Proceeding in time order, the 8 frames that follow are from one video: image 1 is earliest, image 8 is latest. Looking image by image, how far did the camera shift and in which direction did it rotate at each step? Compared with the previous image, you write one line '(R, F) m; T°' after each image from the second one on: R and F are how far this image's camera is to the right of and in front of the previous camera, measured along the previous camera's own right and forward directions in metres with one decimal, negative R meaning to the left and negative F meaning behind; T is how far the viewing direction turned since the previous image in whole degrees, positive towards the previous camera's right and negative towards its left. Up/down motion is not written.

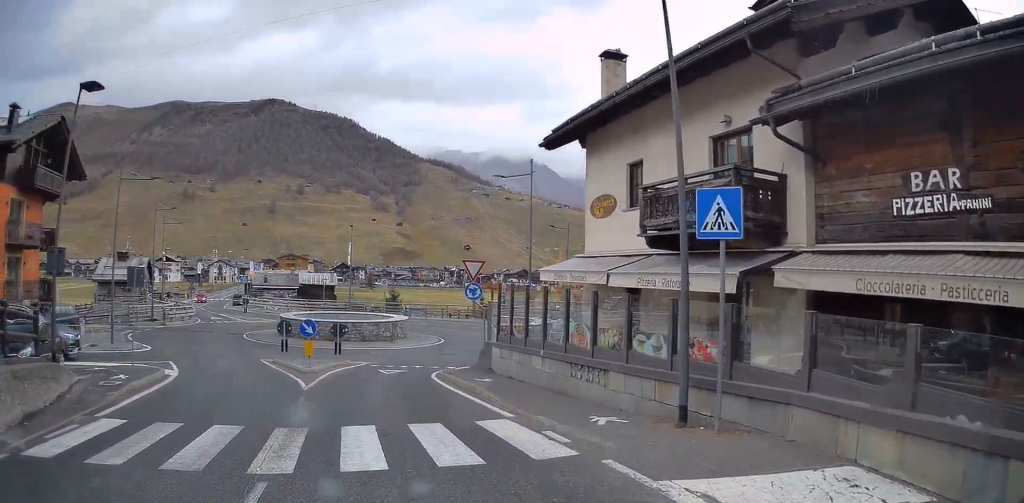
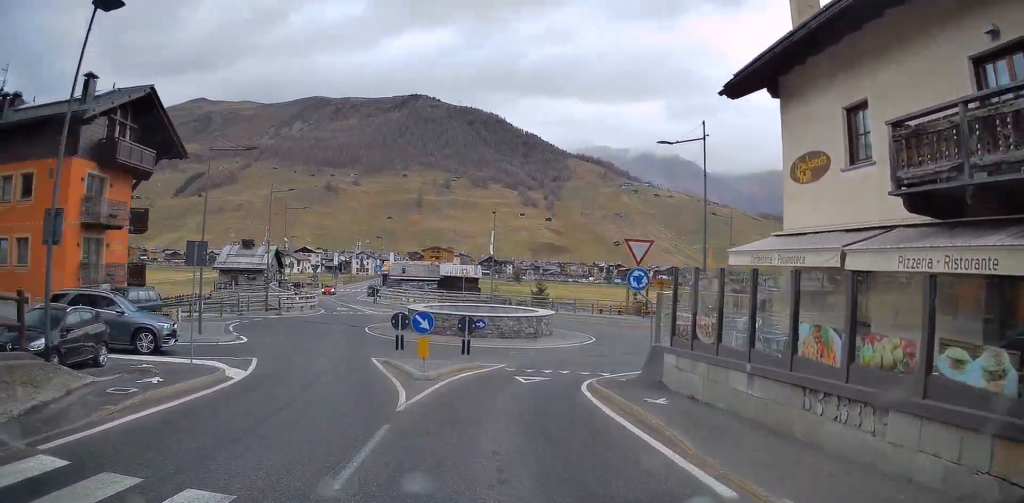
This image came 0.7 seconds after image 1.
(-0.5, +4.6) m; -8°
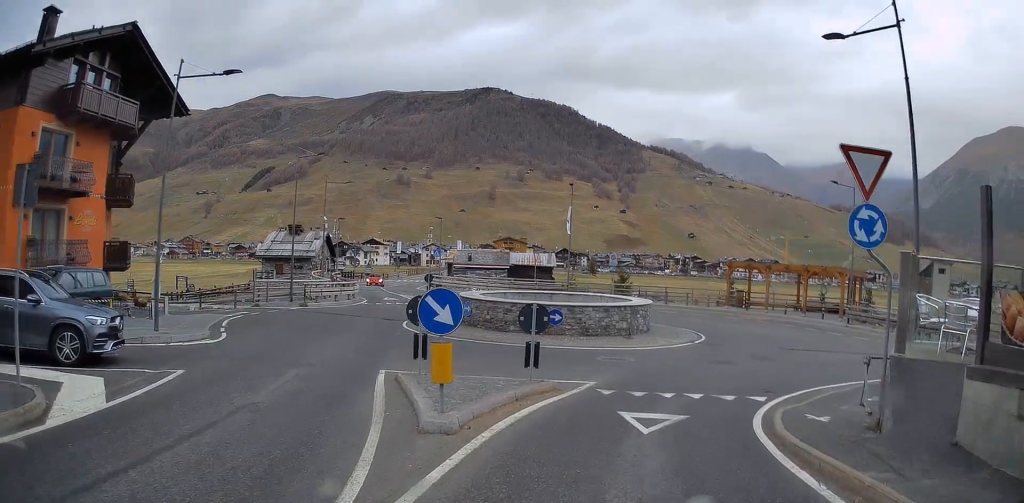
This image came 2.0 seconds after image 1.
(-0.8, +8.4) m; -4°
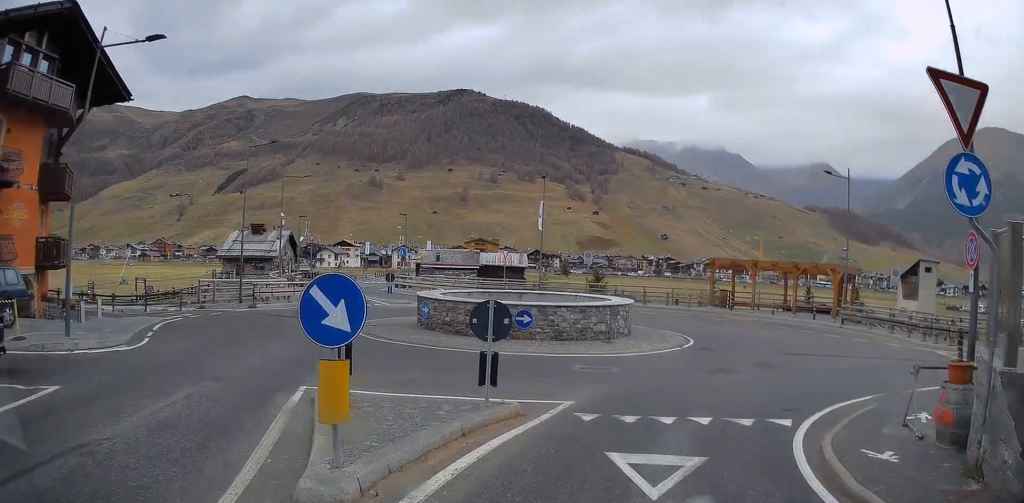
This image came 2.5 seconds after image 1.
(0.0, +3.0) m; +1°
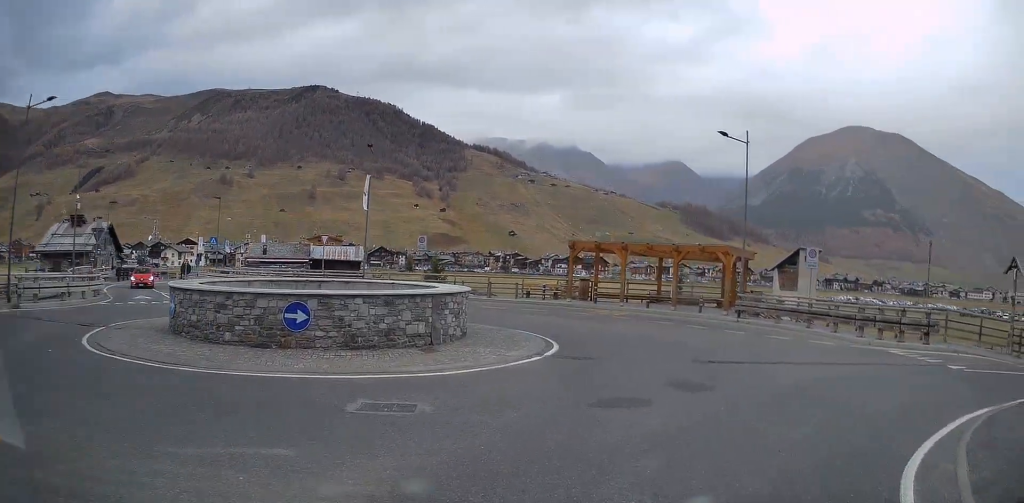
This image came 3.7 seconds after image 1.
(+0.4, +6.9) m; +7°
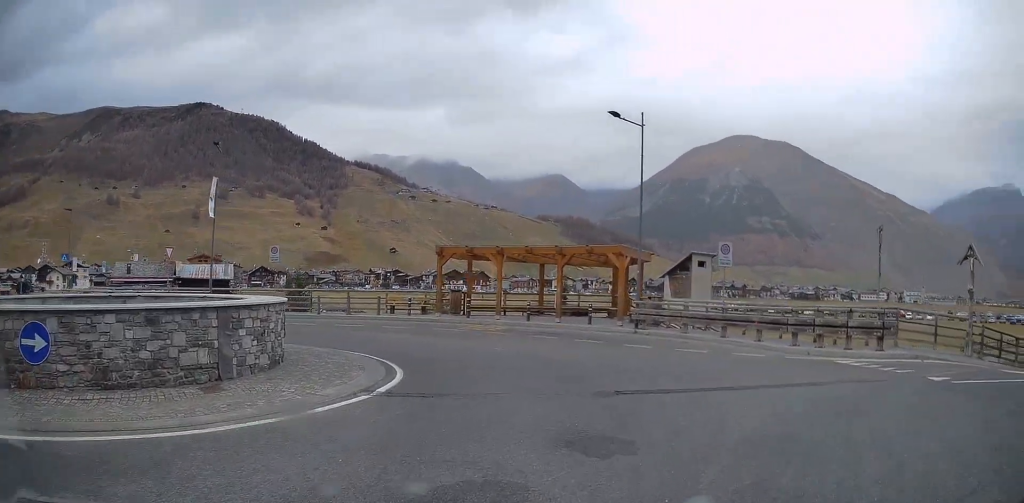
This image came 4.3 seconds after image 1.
(-0.1, +4.0) m; +5°
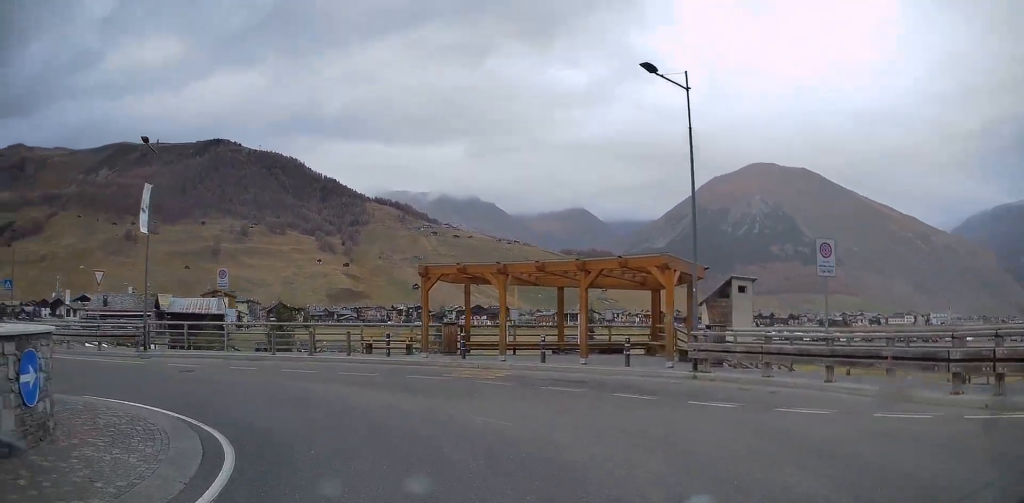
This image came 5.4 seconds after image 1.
(+0.7, +7.1) m; -2°
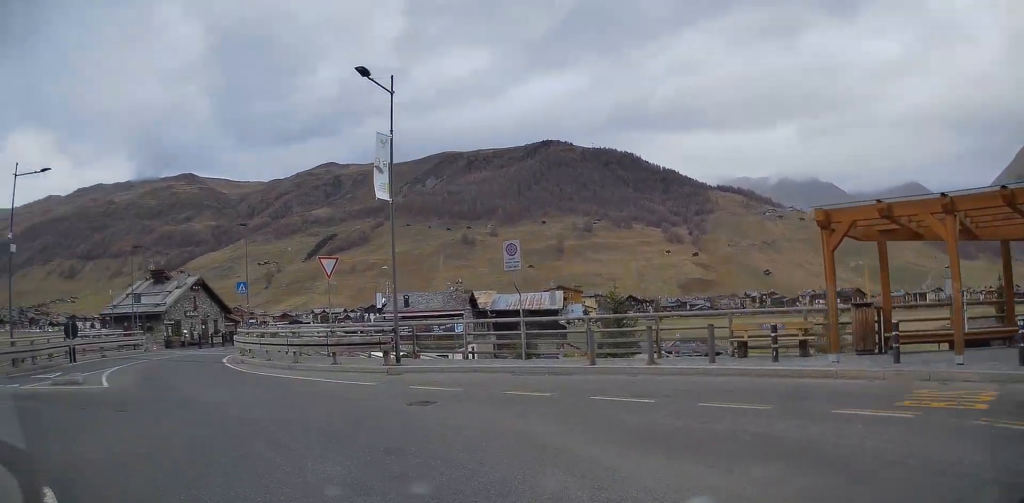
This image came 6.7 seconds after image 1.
(-1.7, +9.0) m; -24°
